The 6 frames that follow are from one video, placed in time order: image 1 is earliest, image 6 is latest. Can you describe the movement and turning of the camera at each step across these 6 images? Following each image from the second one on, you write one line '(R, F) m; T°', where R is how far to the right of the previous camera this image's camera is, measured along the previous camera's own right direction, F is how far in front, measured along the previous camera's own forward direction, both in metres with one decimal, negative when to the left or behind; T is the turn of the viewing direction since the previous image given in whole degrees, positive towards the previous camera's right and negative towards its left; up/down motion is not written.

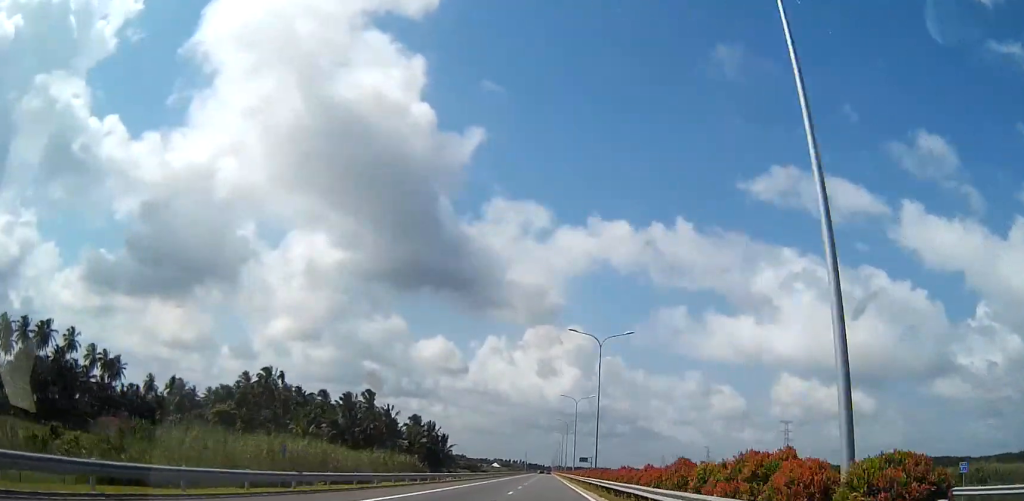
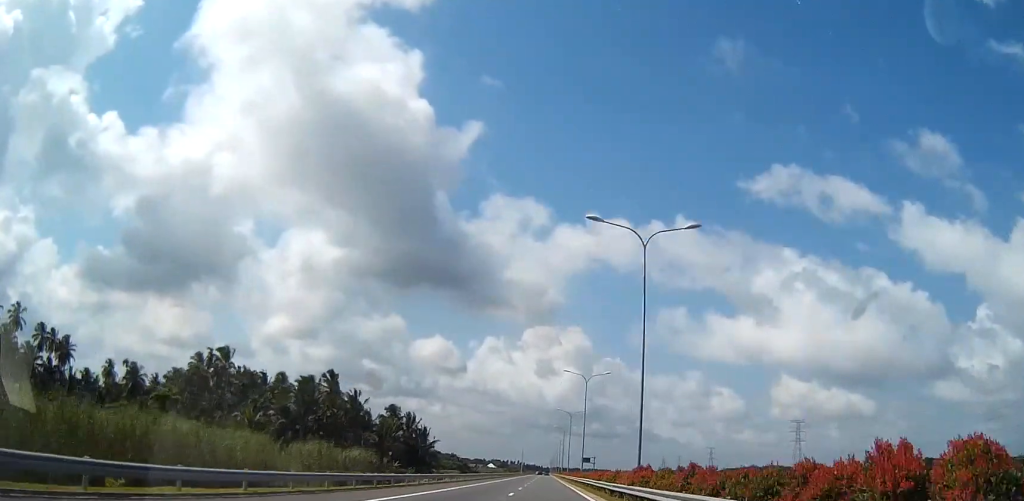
(0.0, +24.4) m; 0°
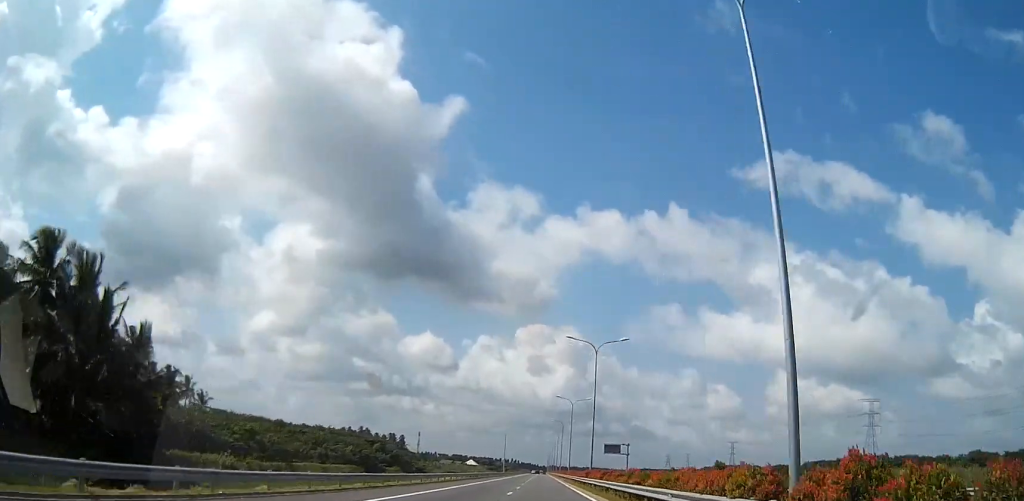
(+0.1, +108.1) m; 0°
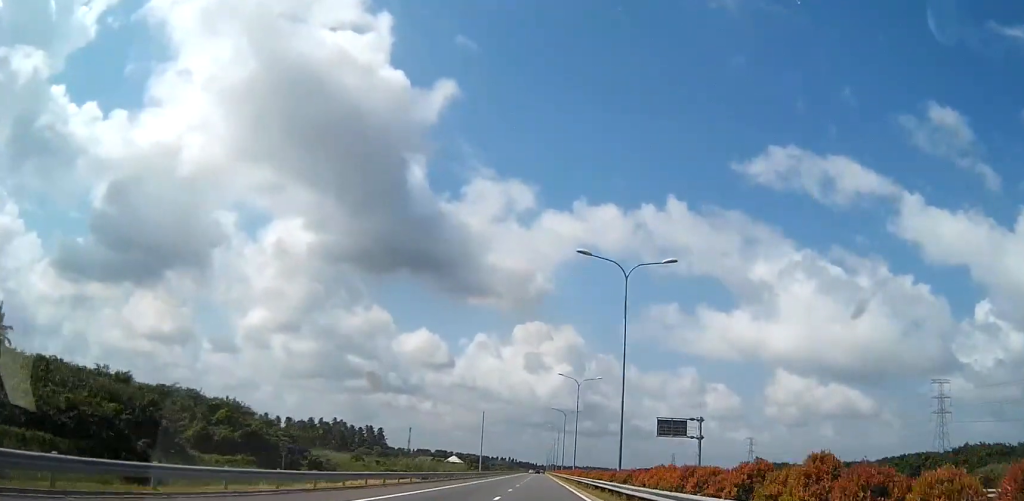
(-0.4, +67.1) m; 0°
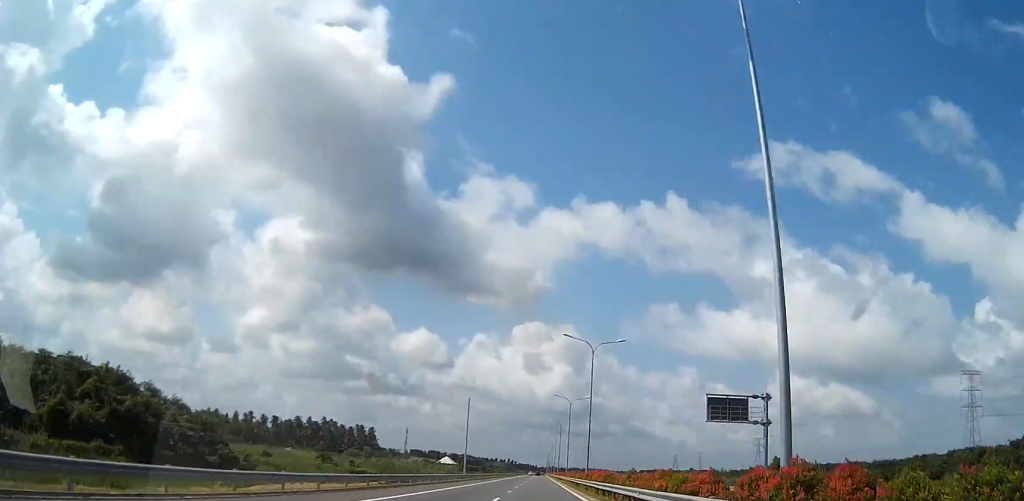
(-0.1, +23.4) m; 0°
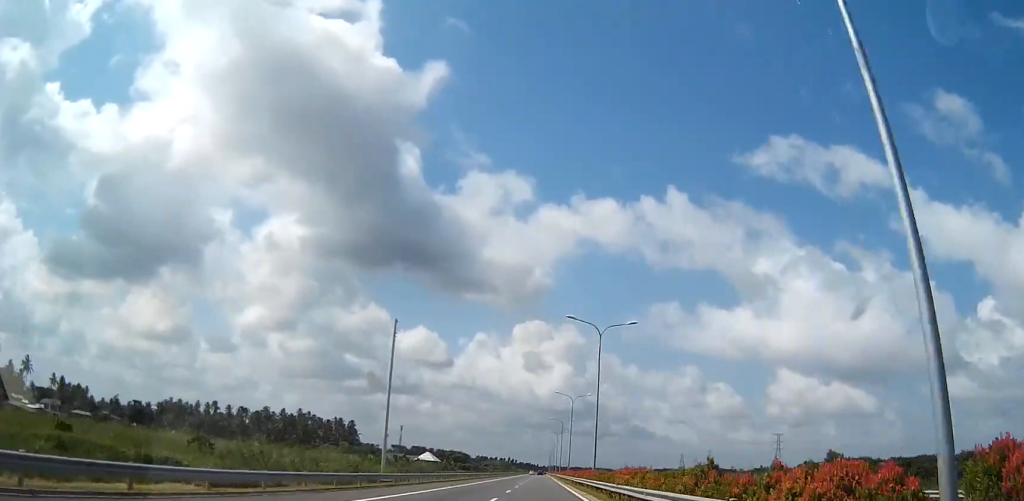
(+0.4, +49.9) m; 0°
